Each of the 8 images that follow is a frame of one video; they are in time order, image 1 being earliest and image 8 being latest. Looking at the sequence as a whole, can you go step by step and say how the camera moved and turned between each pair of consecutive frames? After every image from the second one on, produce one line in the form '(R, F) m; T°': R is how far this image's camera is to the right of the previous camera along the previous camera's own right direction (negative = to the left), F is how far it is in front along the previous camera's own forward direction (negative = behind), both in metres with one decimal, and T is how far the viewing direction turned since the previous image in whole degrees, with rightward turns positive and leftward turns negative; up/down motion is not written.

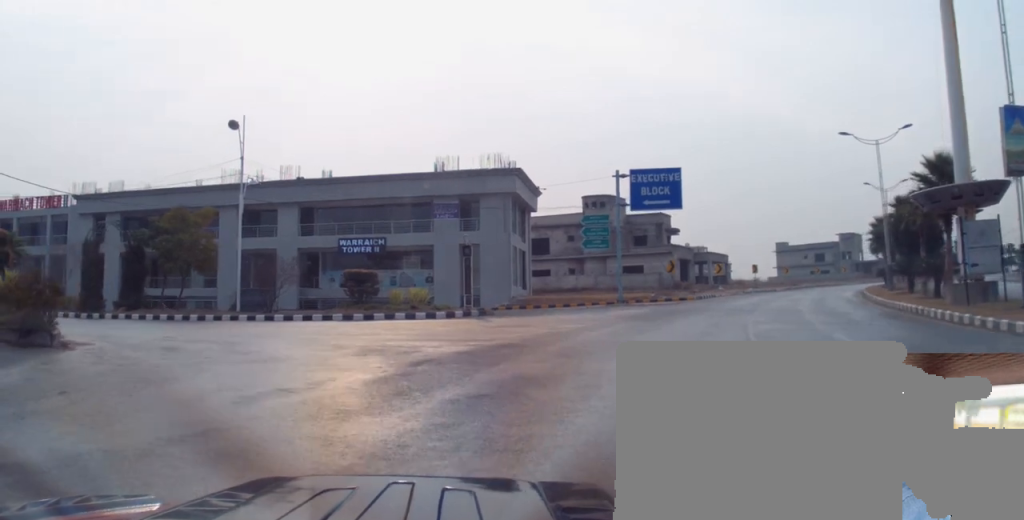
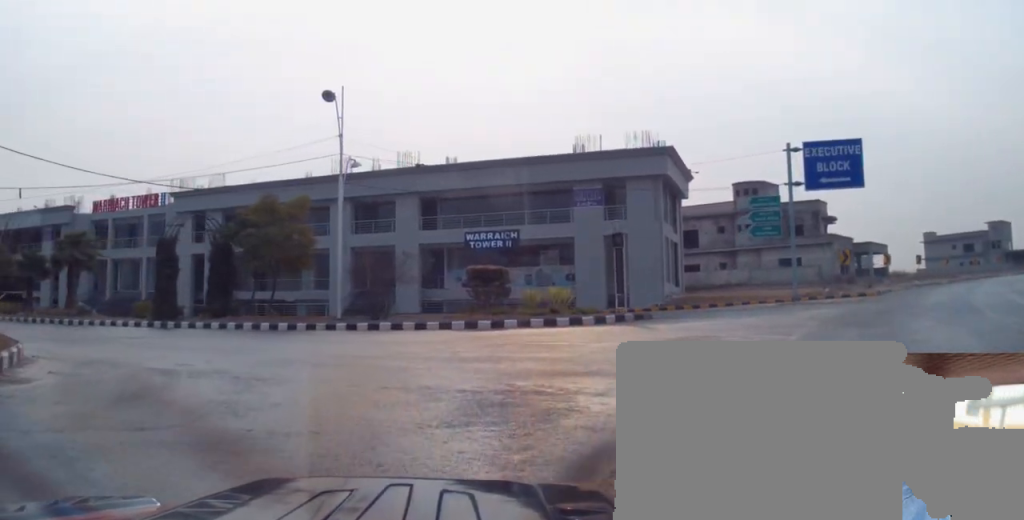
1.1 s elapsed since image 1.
(-1.0, +7.0) m; -14°
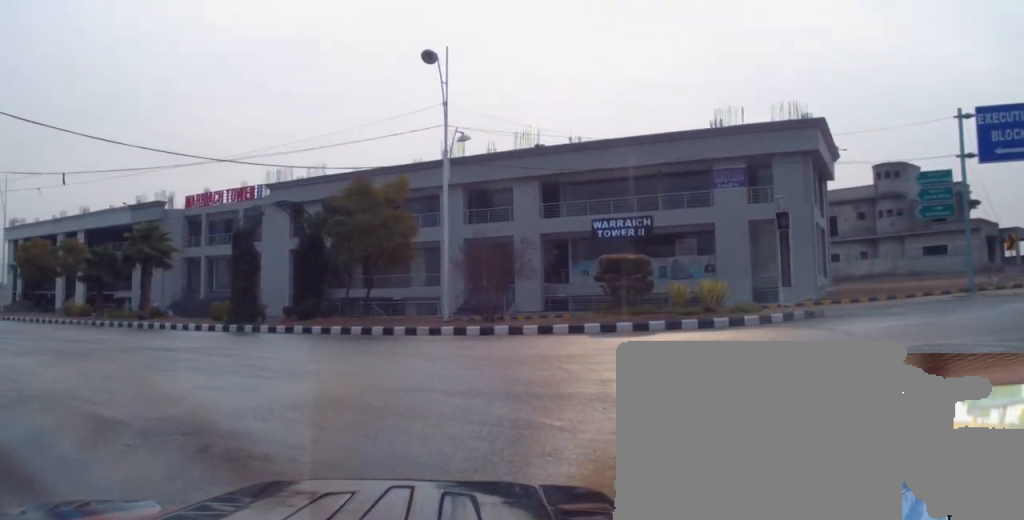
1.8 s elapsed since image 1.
(-0.1, +5.1) m; -10°
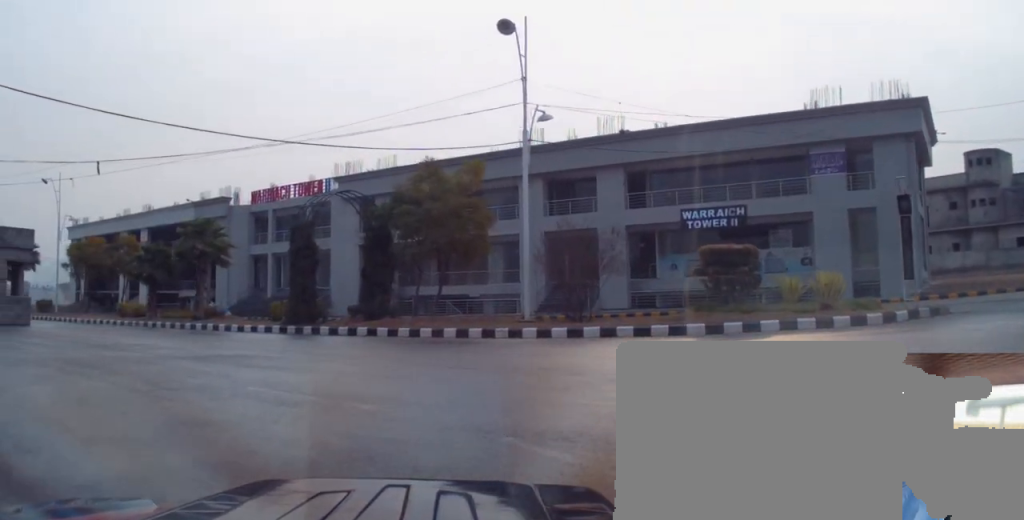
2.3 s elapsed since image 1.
(-0.4, +2.9) m; -6°
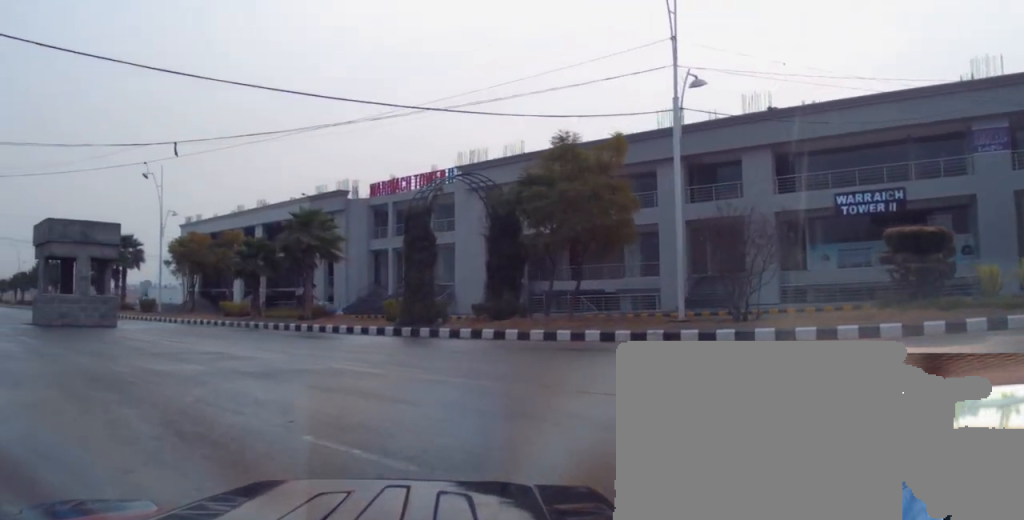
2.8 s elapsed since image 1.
(-0.2, +3.5) m; -7°
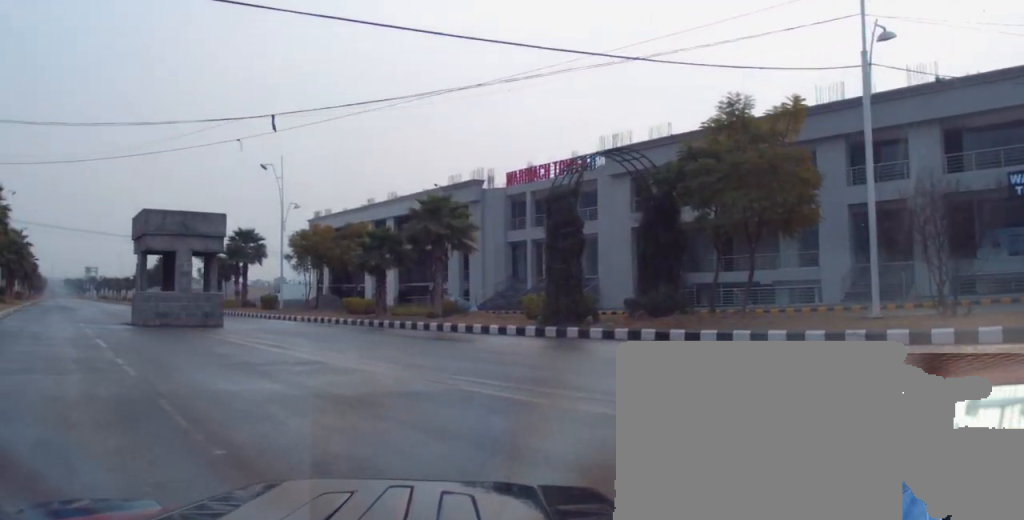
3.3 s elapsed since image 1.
(-0.3, +3.5) m; -12°
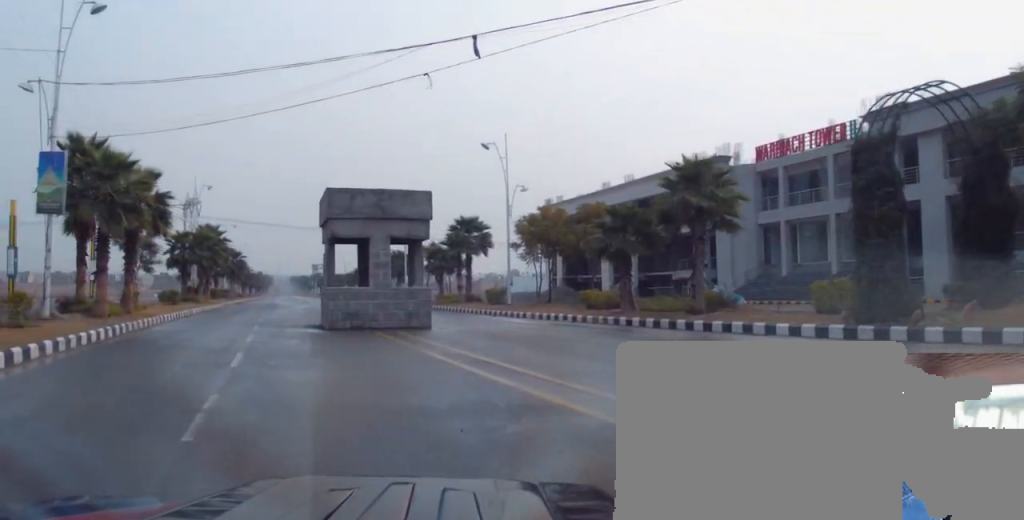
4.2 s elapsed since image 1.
(-0.8, +5.5) m; -18°
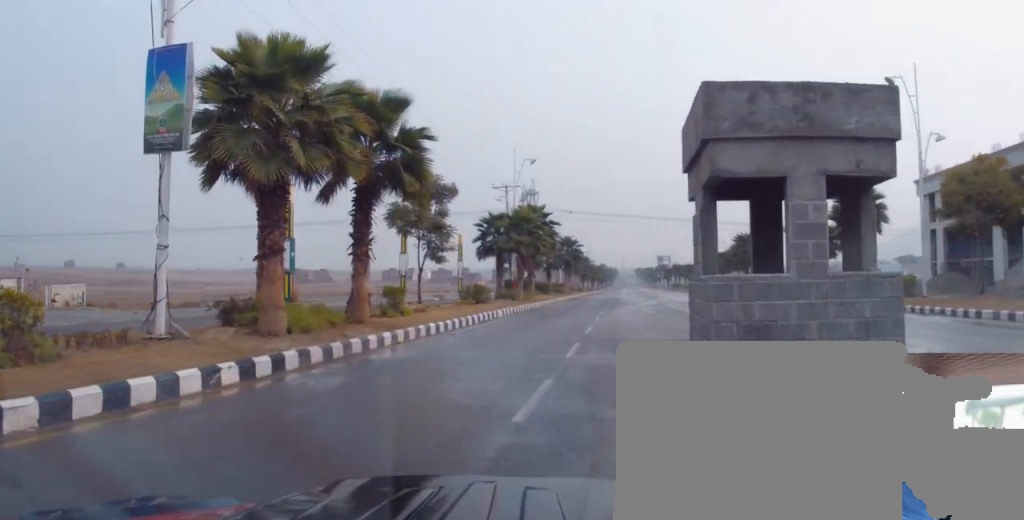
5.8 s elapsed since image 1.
(-2.4, +11.4) m; -10°
